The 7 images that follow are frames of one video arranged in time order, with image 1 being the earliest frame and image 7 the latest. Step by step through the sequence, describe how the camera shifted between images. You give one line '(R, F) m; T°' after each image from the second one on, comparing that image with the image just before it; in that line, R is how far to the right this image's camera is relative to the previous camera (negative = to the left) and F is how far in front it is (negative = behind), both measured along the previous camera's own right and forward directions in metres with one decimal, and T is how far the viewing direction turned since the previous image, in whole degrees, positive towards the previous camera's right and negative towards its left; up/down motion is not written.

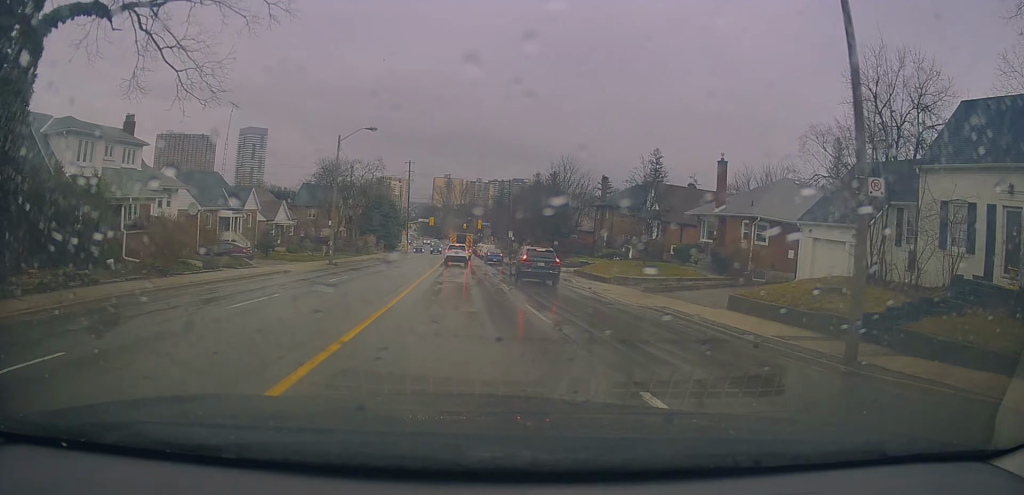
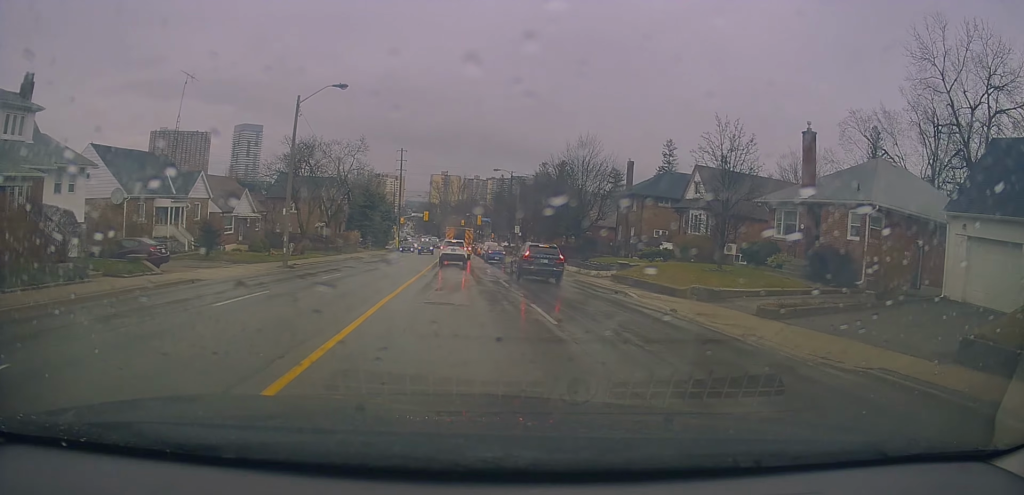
(-0.1, +10.4) m; +1°
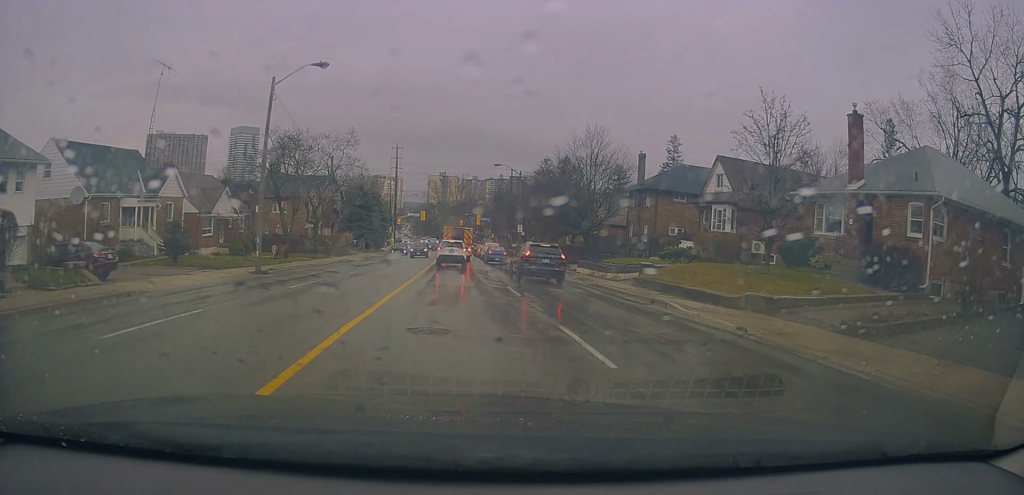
(-0.3, +4.2) m; +1°
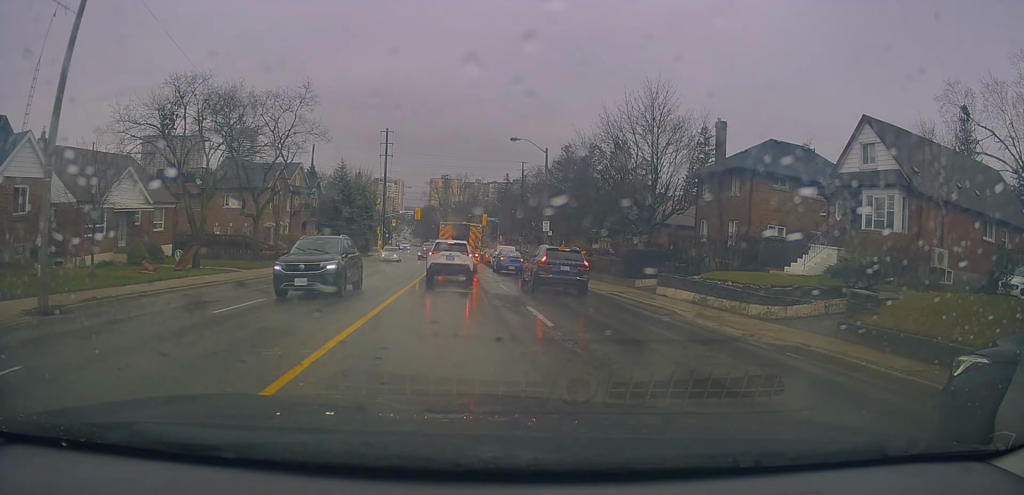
(+1.4, +15.6) m; +2°
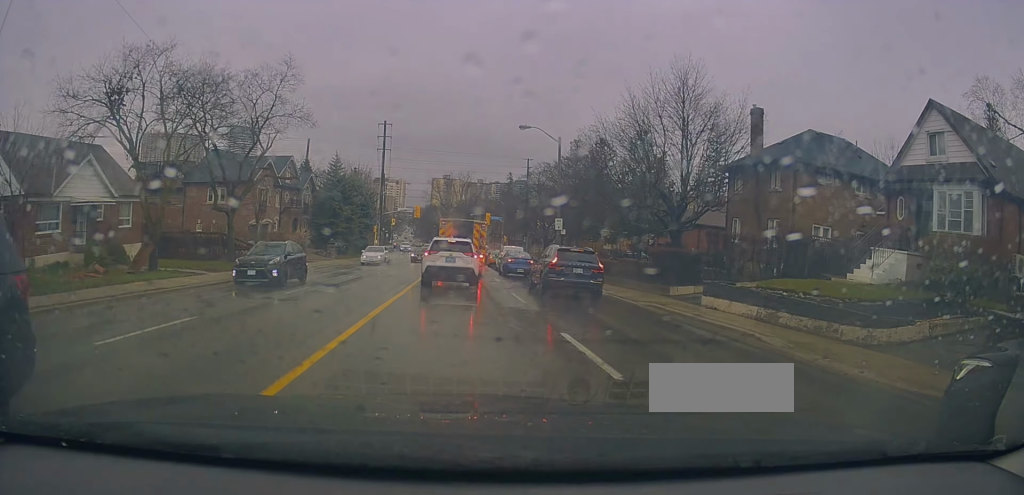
(-0.1, +3.7) m; -5°
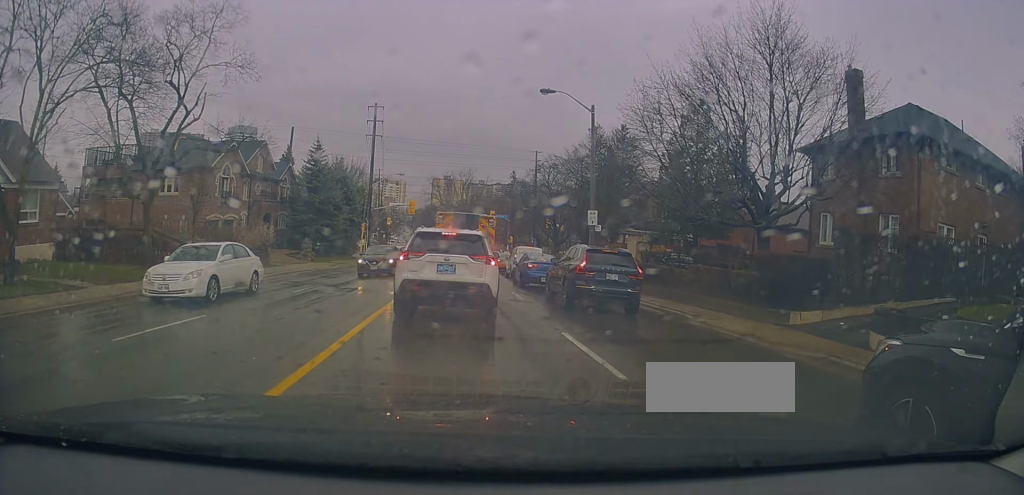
(-0.7, +7.8) m; -3°
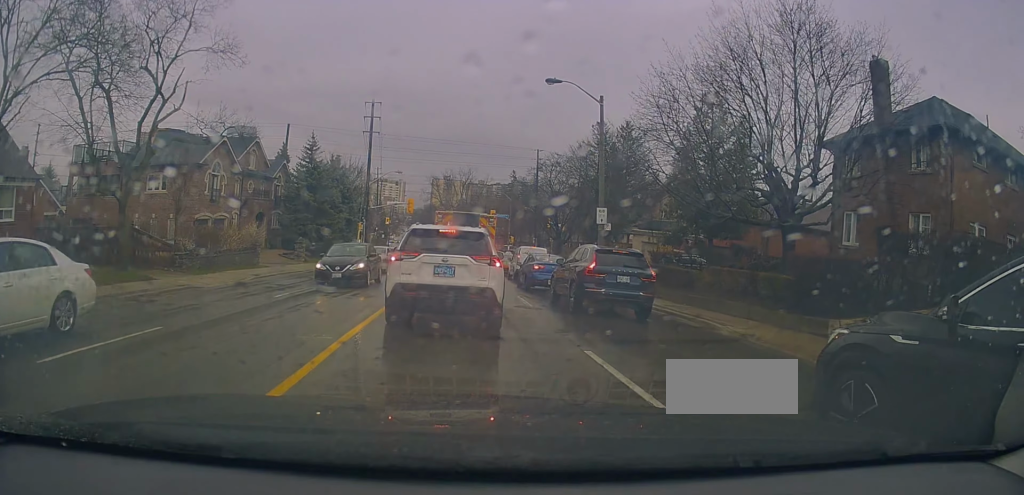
(0.0, +1.7) m; +4°
